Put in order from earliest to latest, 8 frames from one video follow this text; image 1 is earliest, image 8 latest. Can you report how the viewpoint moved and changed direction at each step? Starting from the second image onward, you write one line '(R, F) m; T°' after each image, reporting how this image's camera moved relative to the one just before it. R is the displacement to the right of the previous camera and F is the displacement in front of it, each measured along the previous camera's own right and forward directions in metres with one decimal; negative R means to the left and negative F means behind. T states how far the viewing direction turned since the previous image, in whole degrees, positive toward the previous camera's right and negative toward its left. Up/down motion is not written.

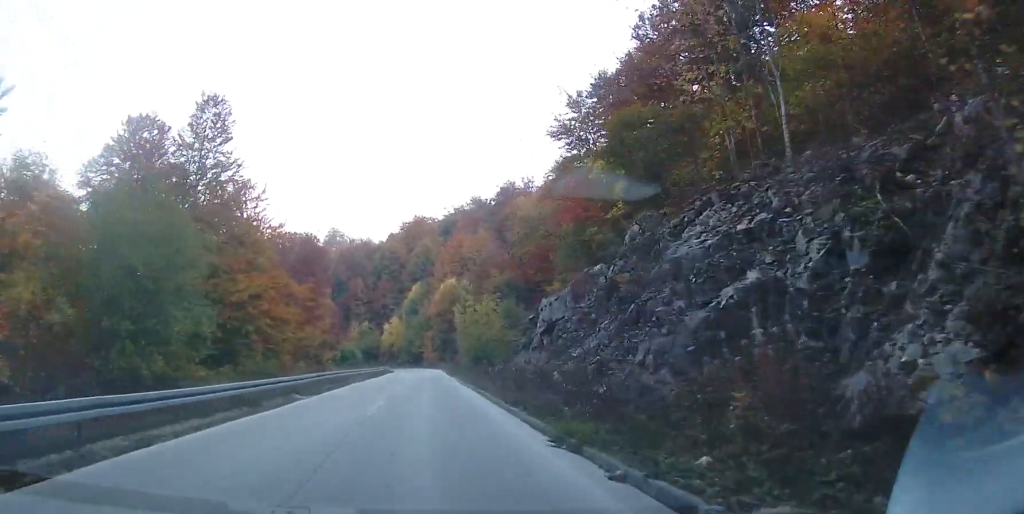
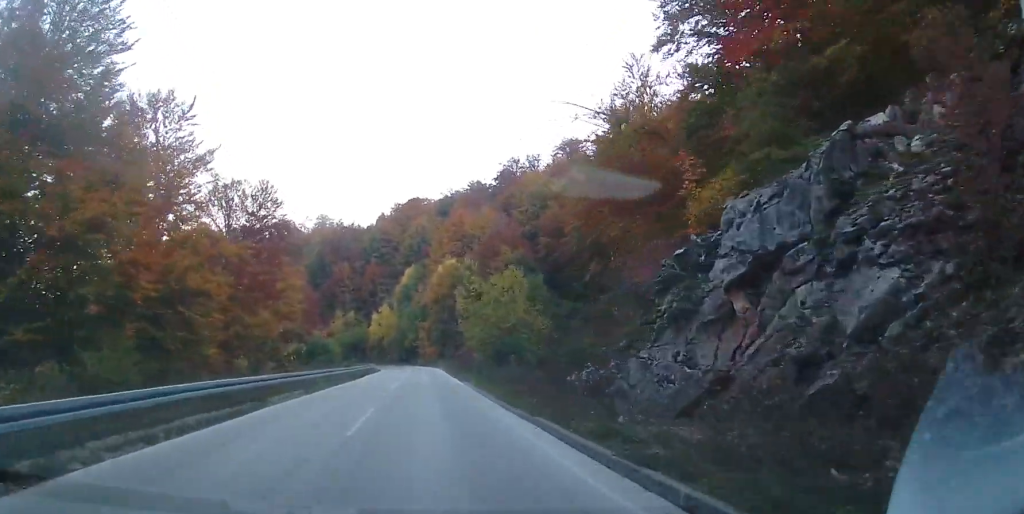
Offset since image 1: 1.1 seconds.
(+0.2, +18.7) m; +2°
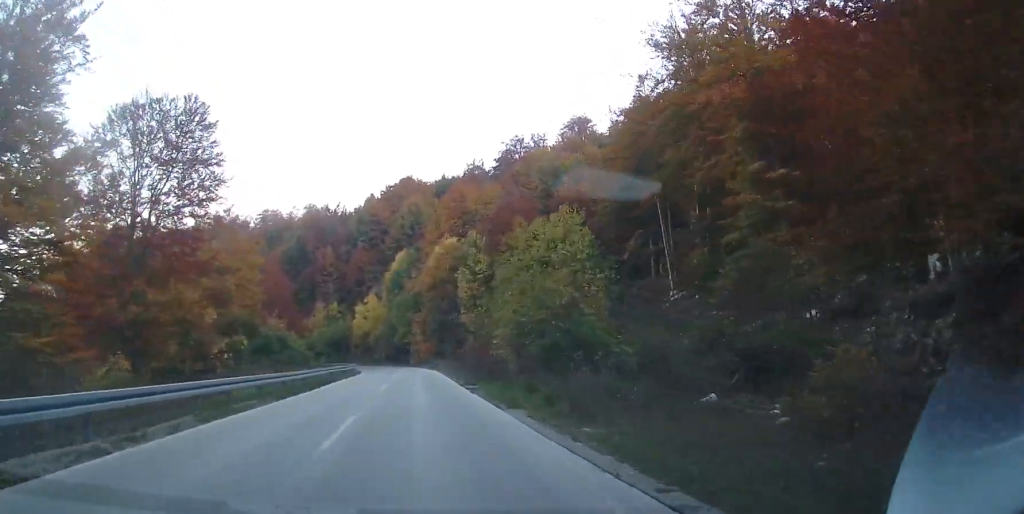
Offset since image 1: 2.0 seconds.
(+0.3, +16.7) m; +1°
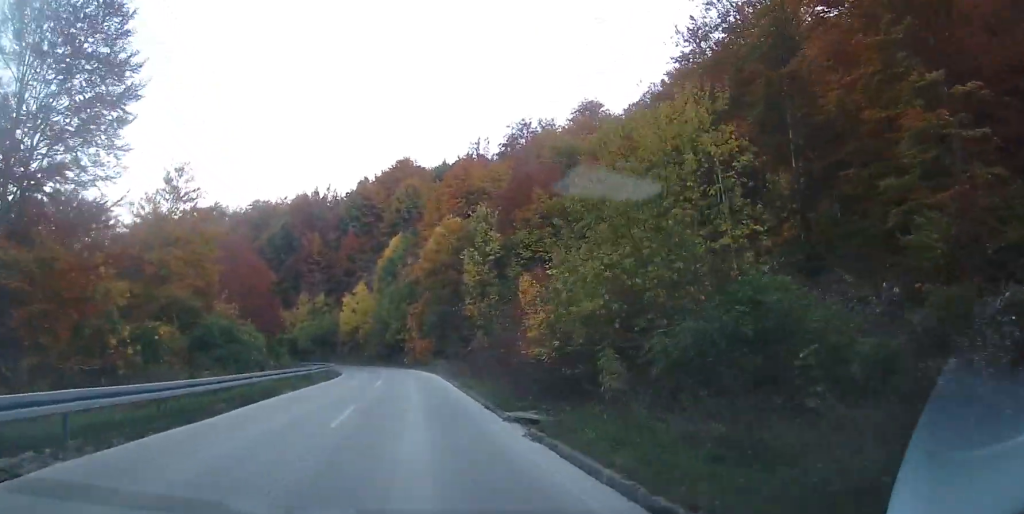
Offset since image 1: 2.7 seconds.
(0.0, +12.2) m; +1°
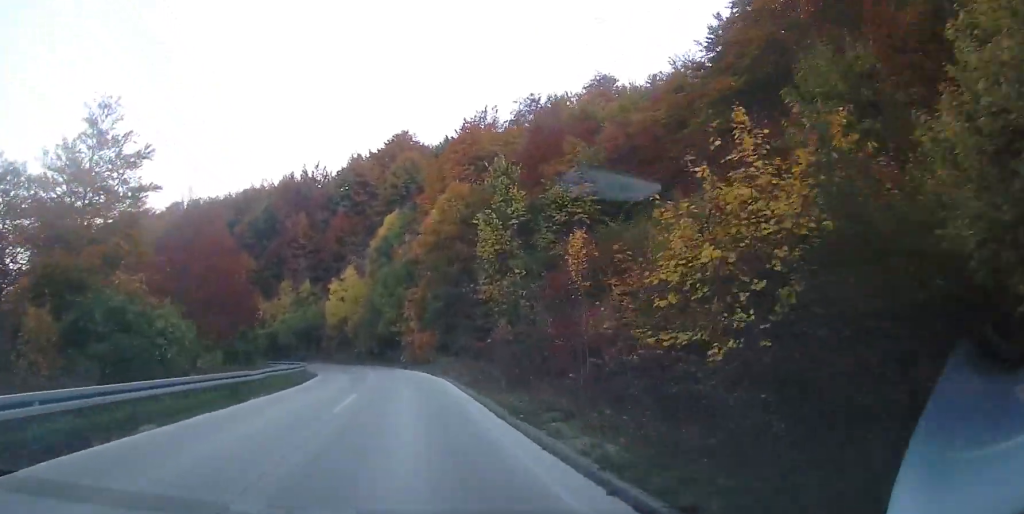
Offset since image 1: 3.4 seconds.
(+0.1, +12.6) m; +1°
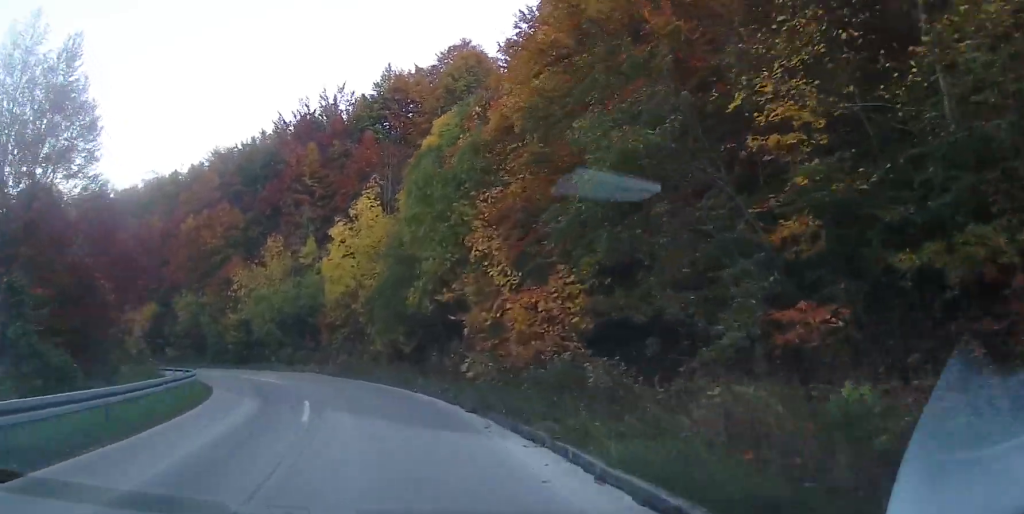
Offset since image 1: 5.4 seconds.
(-0.5, +33.0) m; -8°
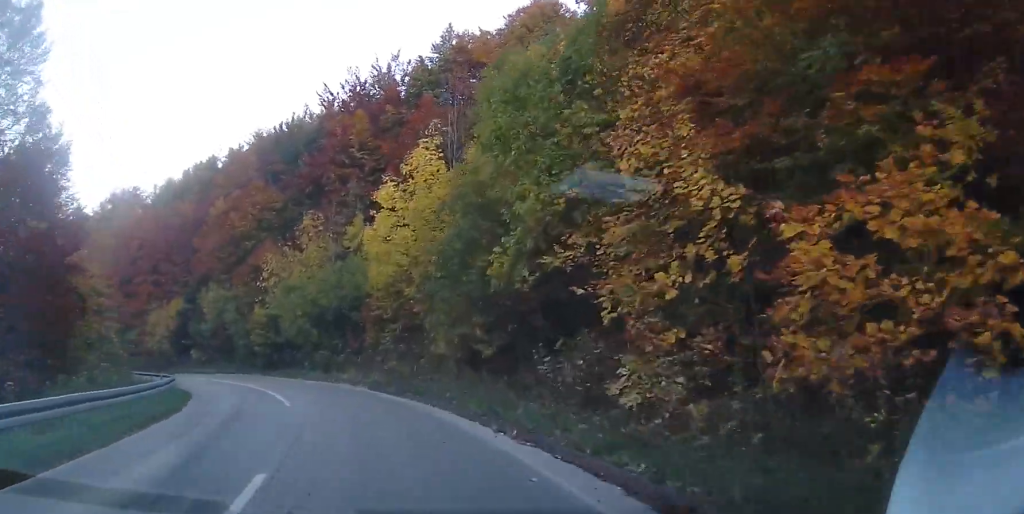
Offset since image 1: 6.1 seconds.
(-0.2, +10.6) m; -9°
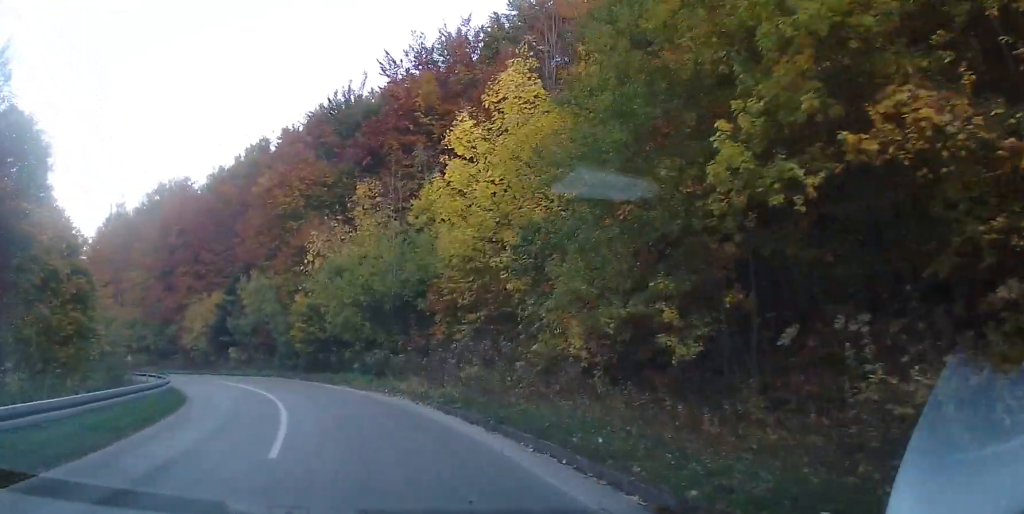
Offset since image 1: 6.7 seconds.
(-1.3, +8.5) m; -8°
